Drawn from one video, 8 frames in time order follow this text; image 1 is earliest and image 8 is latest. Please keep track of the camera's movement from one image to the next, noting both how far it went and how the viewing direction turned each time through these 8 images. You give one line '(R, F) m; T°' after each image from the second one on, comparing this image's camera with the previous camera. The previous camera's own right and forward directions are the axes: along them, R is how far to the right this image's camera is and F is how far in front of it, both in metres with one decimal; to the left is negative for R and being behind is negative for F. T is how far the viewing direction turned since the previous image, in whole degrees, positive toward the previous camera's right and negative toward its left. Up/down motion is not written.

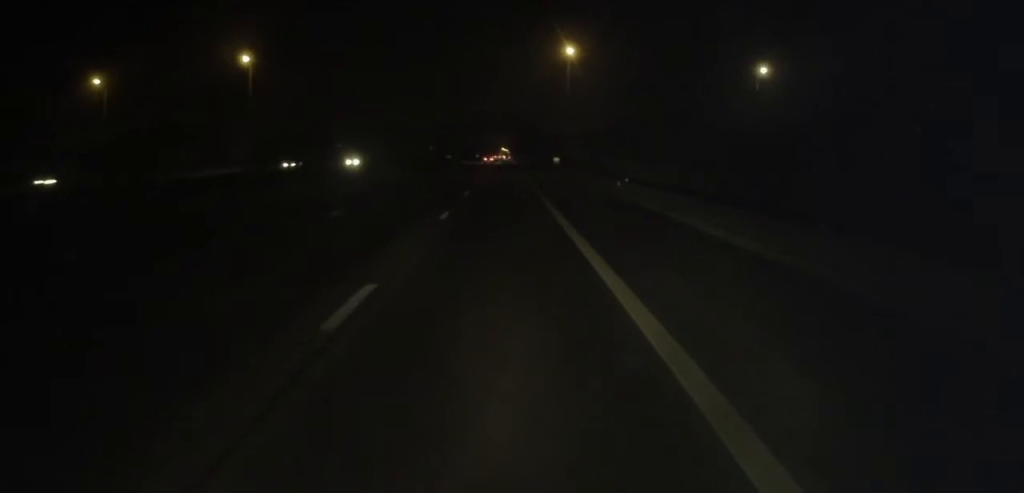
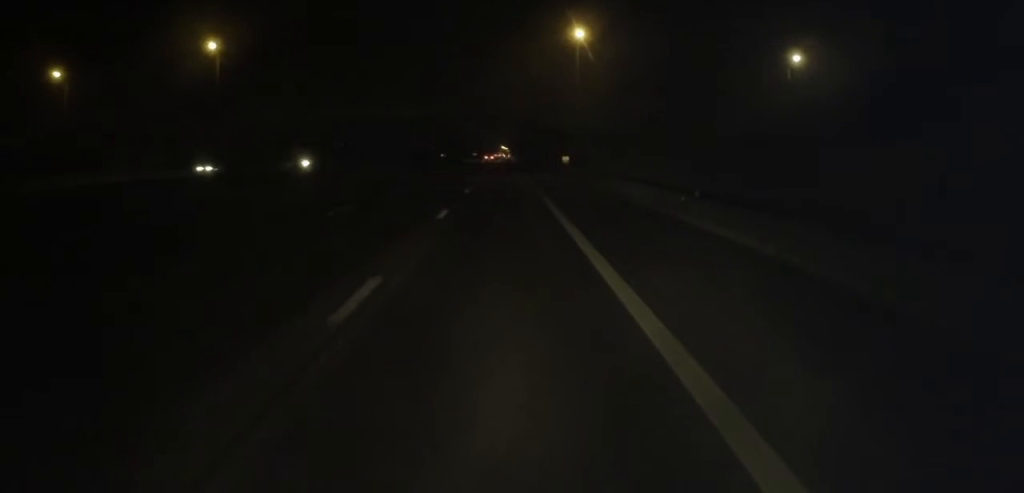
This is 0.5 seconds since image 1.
(0.0, +12.5) m; 0°
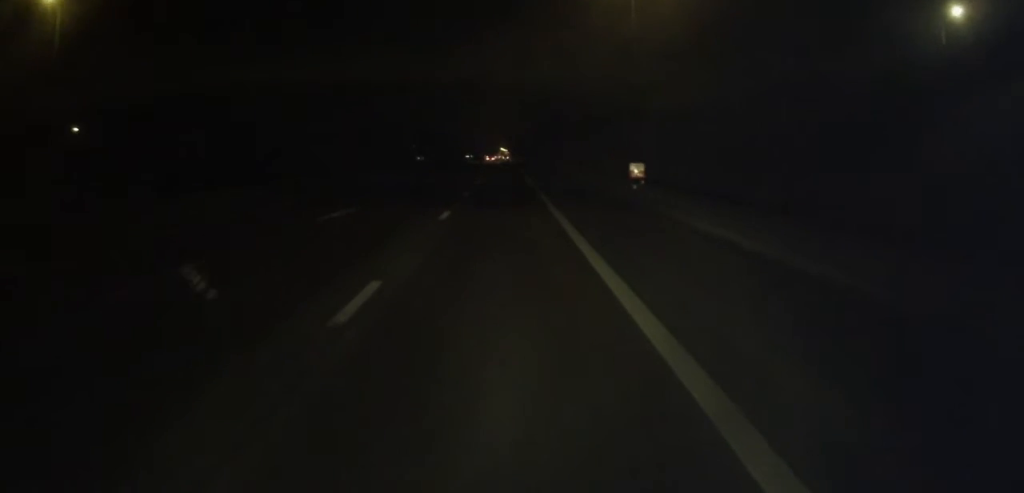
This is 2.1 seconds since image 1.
(+0.2, +37.7) m; +1°
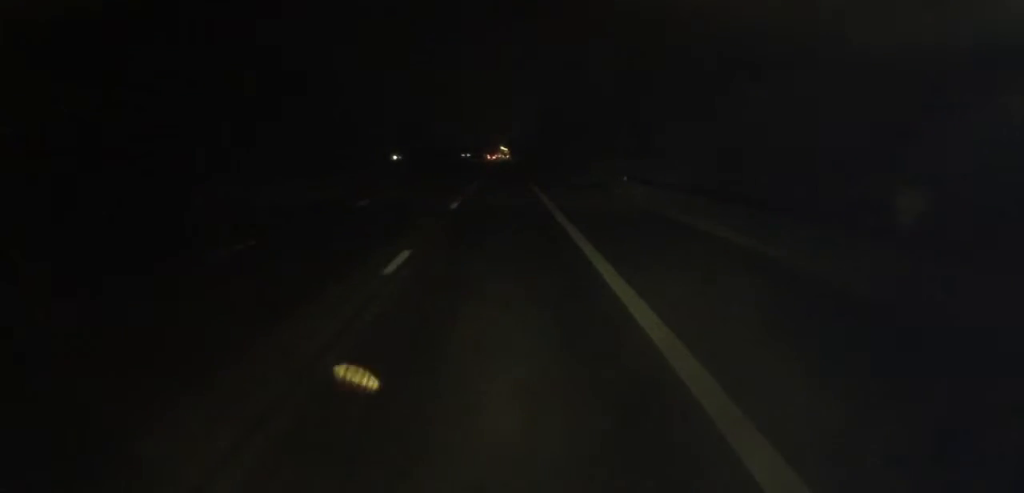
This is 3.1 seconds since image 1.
(0.0, +22.0) m; 0°
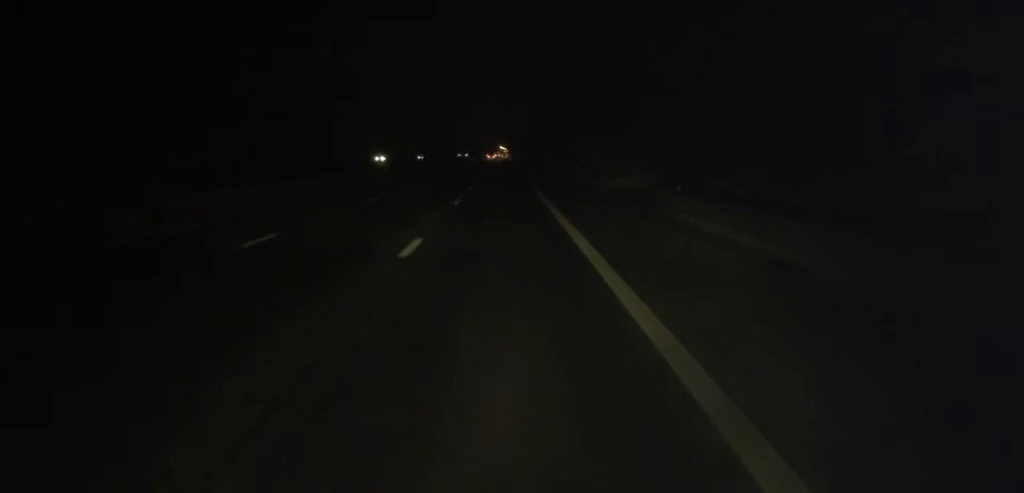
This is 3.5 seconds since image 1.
(0.0, +11.0) m; 0°
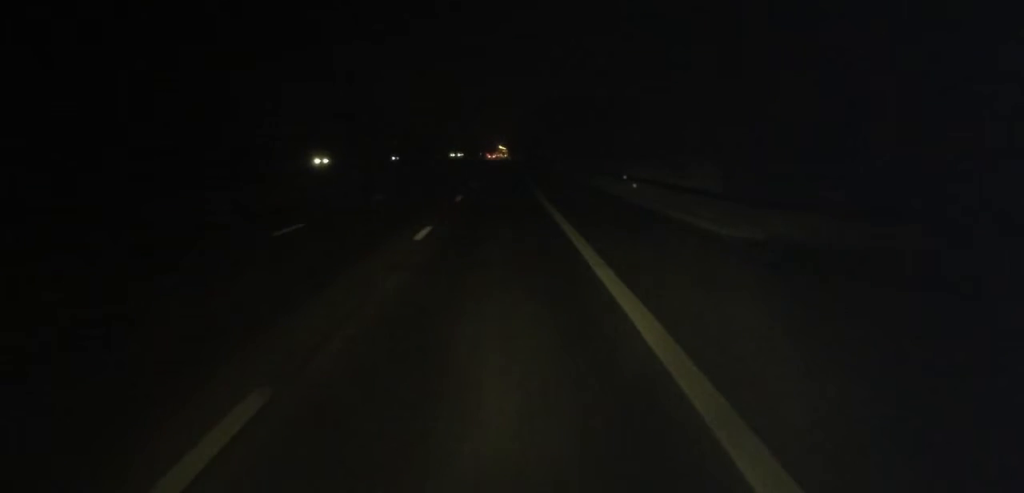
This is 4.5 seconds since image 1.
(-0.1, +22.8) m; 0°
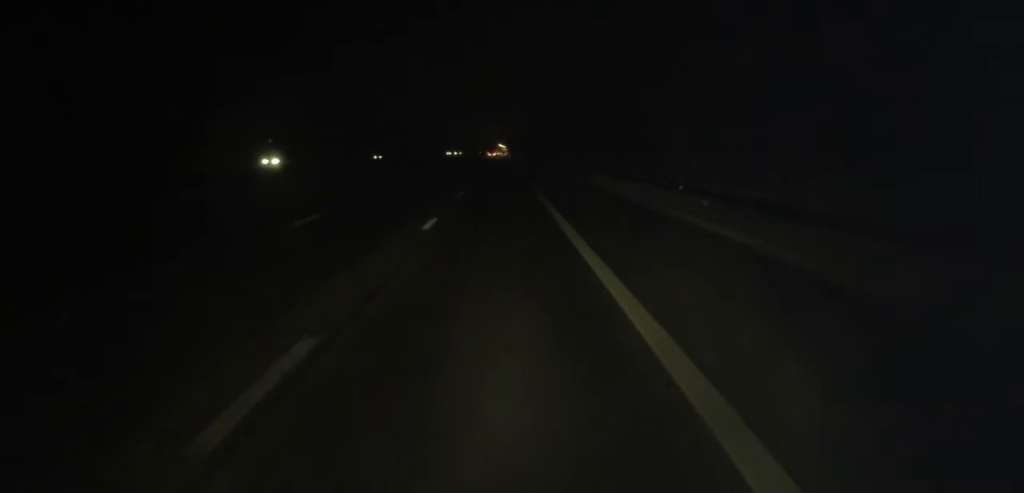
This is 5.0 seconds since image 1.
(0.0, +10.9) m; 0°
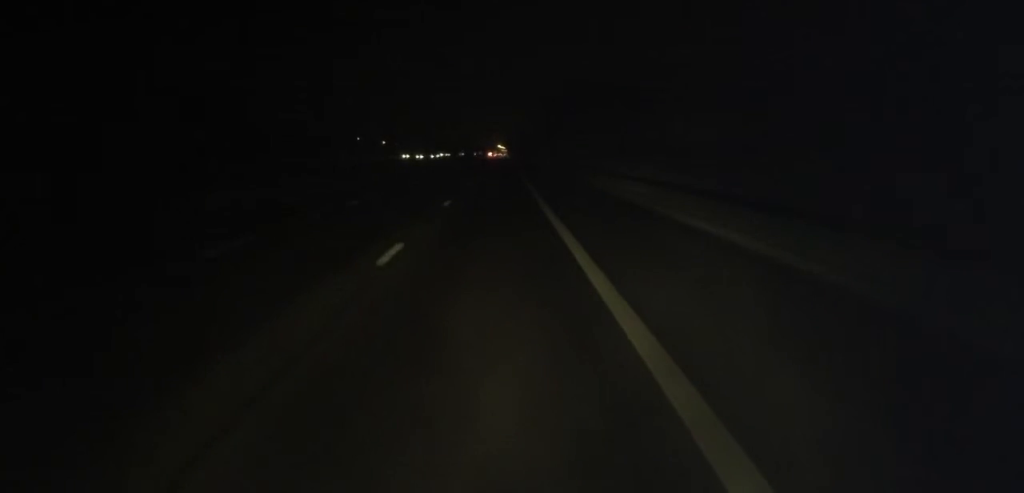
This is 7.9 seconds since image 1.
(+0.6, +68.1) m; +1°
